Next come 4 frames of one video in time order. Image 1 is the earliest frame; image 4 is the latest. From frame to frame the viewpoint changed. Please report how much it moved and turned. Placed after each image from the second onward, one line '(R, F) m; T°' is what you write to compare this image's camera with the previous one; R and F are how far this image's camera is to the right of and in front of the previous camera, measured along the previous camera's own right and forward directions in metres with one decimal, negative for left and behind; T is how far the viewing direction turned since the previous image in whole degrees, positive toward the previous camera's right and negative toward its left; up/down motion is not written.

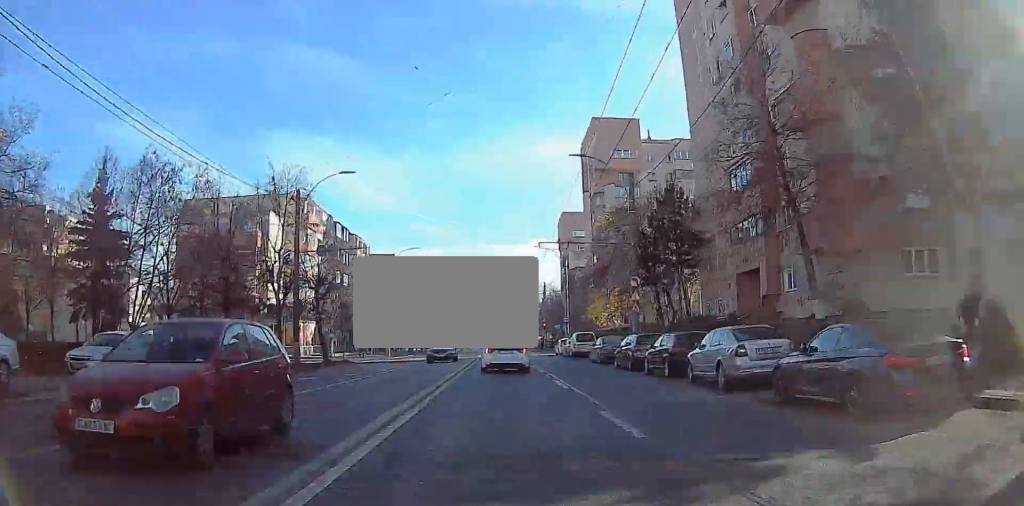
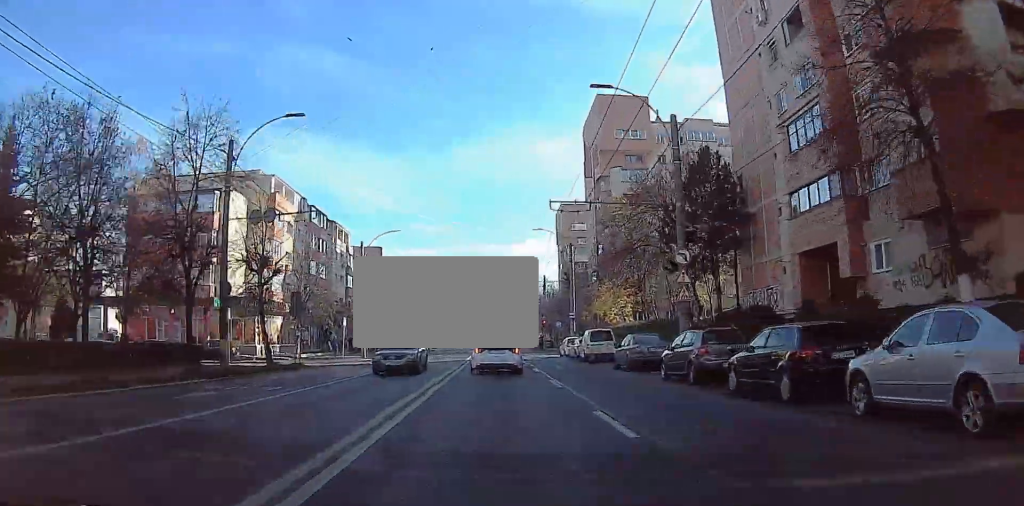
(0.0, +9.4) m; 0°
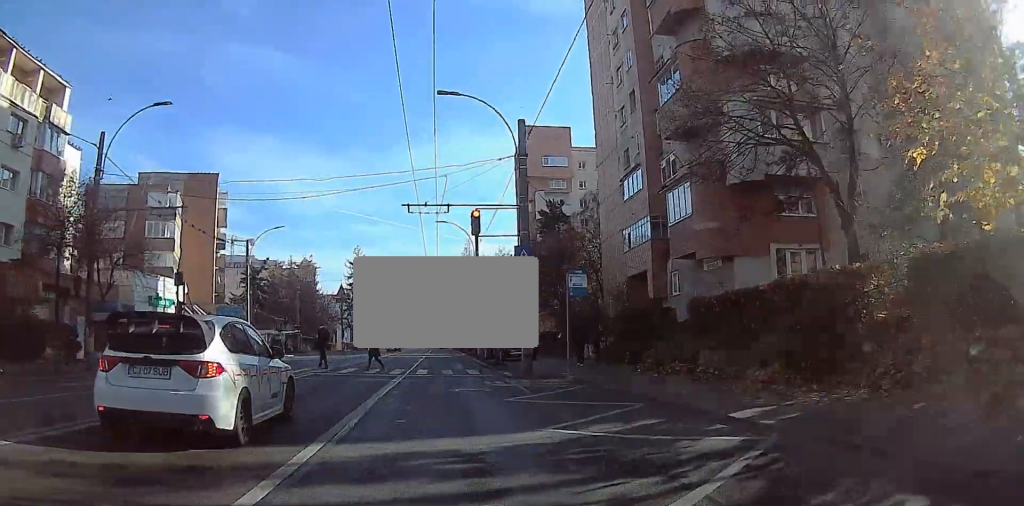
(+1.7, +59.9) m; +3°
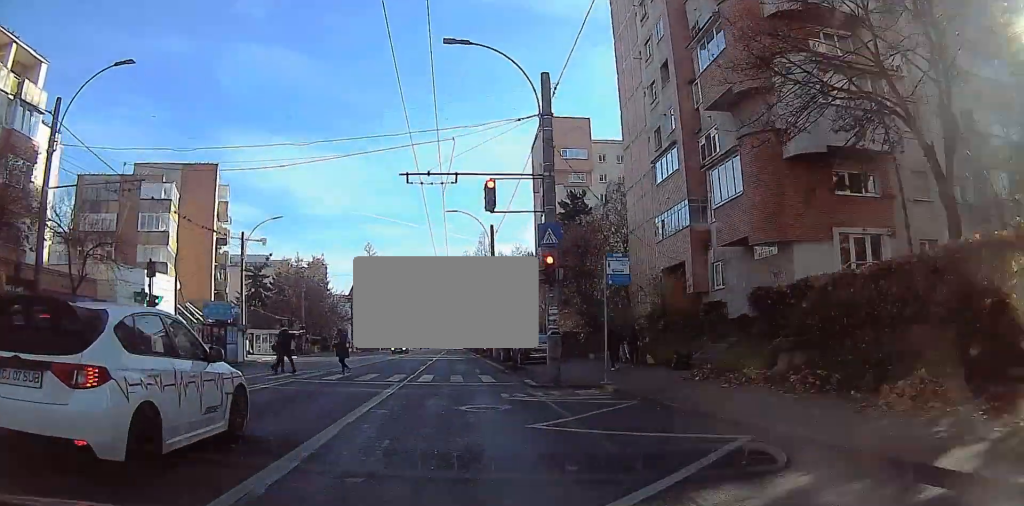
(0.0, +4.2) m; 0°
